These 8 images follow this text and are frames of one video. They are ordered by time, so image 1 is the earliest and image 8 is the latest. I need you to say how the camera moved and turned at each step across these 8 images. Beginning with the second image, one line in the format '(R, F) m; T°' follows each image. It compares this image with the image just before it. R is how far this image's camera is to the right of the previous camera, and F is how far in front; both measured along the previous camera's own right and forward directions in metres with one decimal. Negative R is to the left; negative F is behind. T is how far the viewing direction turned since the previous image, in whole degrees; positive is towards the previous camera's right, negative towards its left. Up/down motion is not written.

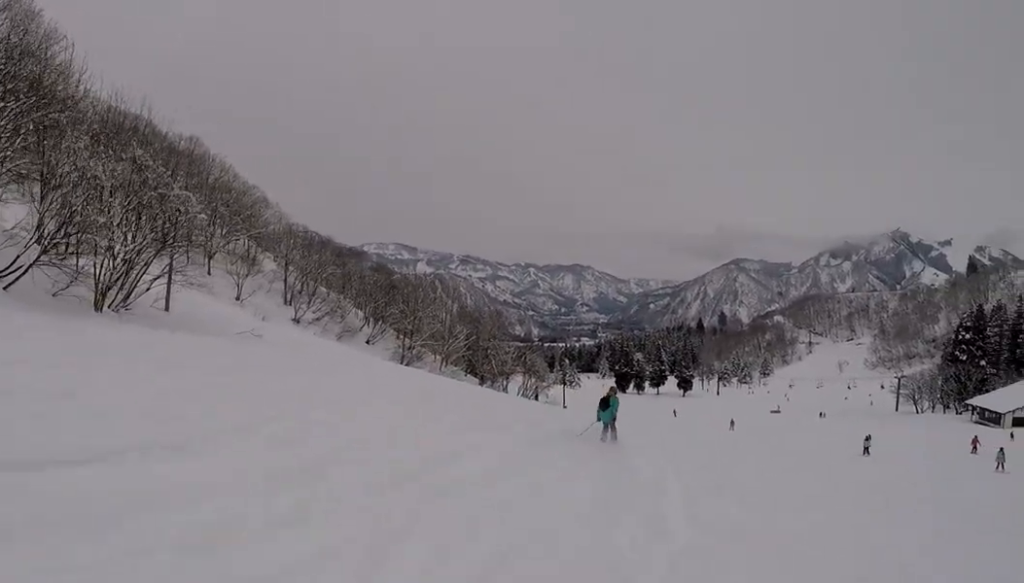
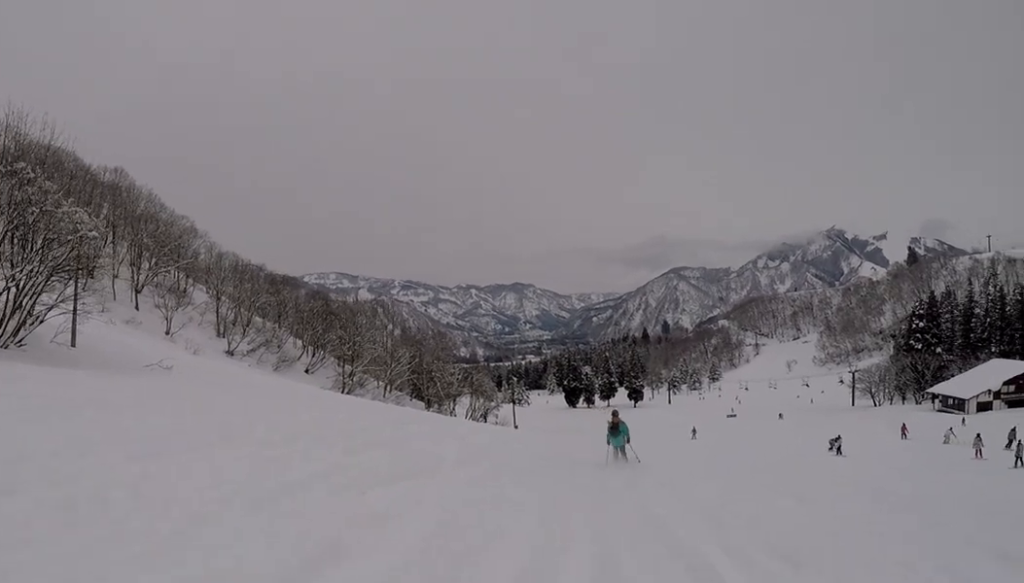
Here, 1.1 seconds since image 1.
(-0.5, +5.2) m; +1°
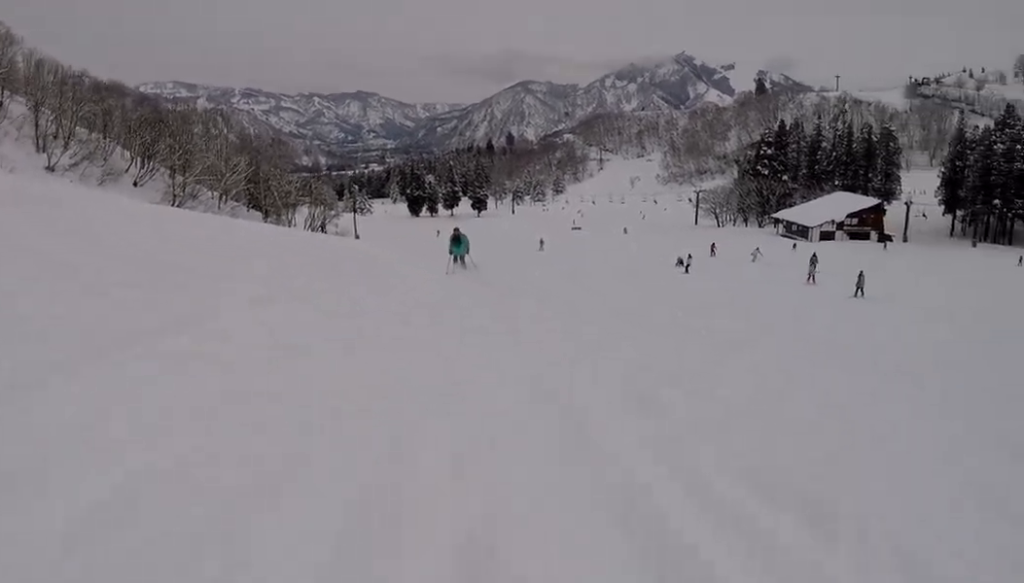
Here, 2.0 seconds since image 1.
(+0.5, +4.1) m; +8°
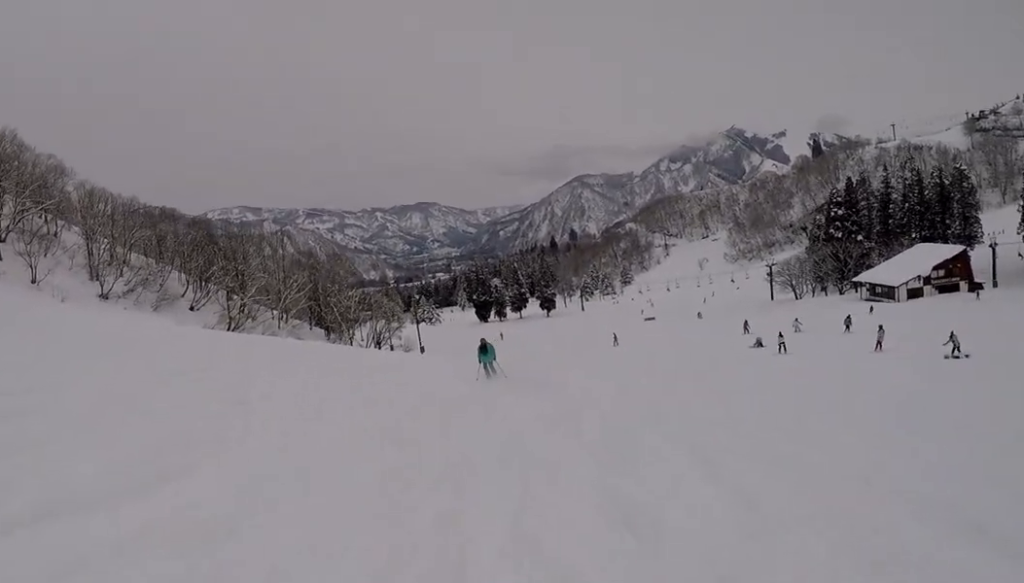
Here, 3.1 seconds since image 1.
(+0.2, +5.2) m; +2°
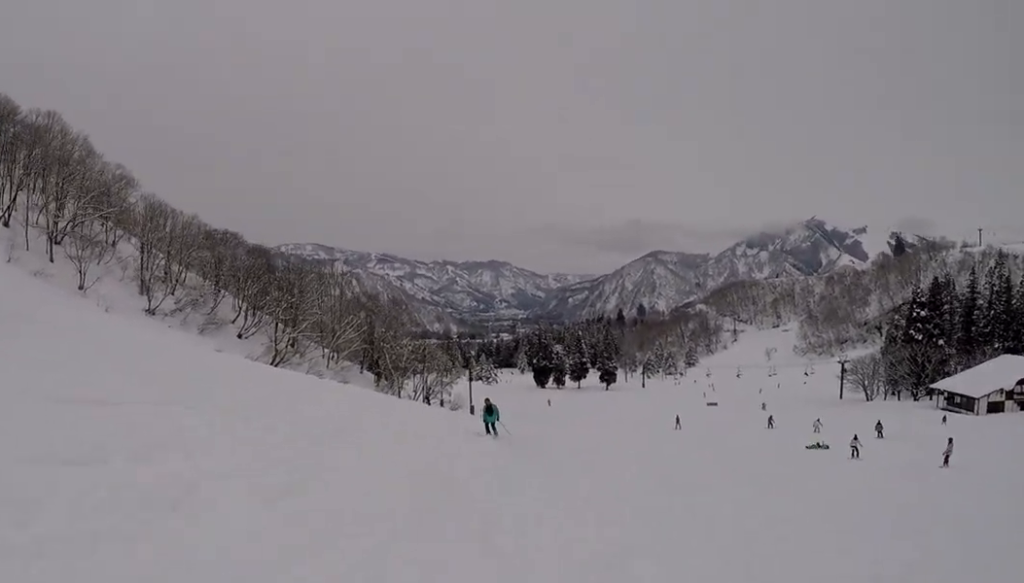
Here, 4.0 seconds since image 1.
(0.0, +4.8) m; 0°
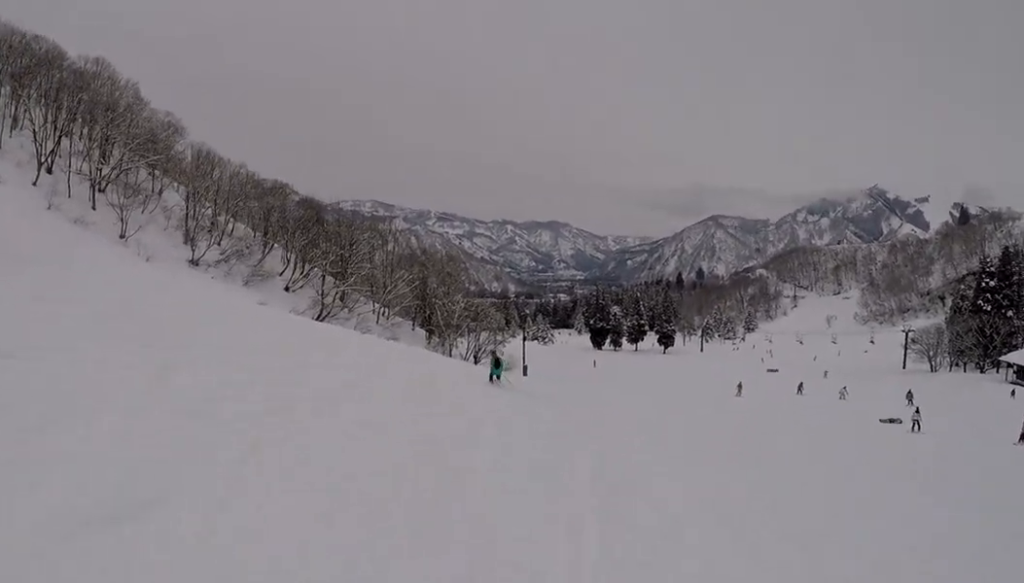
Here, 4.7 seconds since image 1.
(0.0, +4.1) m; 0°
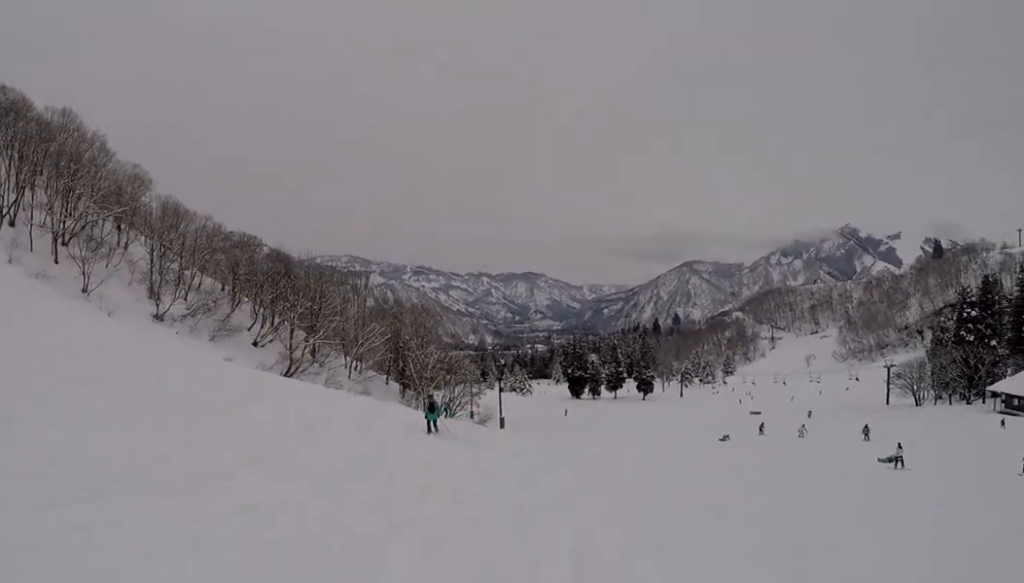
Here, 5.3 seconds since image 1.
(0.0, +3.0) m; 0°
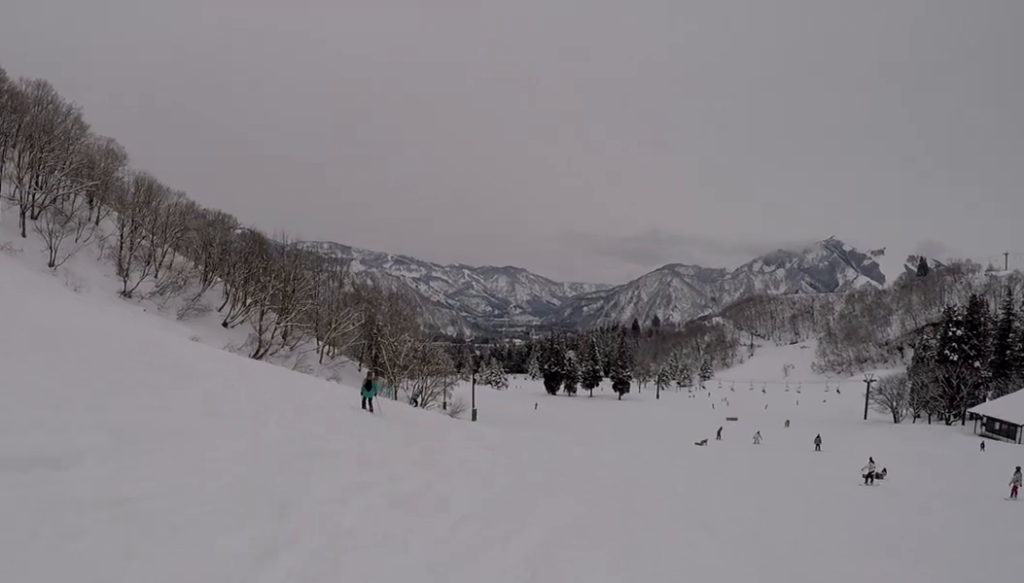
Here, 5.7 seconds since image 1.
(0.0, +2.4) m; 0°
